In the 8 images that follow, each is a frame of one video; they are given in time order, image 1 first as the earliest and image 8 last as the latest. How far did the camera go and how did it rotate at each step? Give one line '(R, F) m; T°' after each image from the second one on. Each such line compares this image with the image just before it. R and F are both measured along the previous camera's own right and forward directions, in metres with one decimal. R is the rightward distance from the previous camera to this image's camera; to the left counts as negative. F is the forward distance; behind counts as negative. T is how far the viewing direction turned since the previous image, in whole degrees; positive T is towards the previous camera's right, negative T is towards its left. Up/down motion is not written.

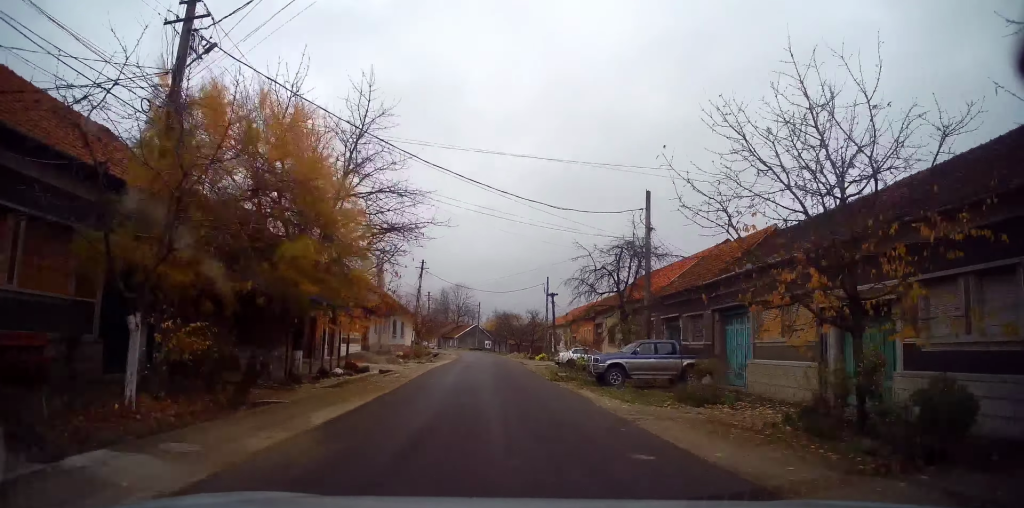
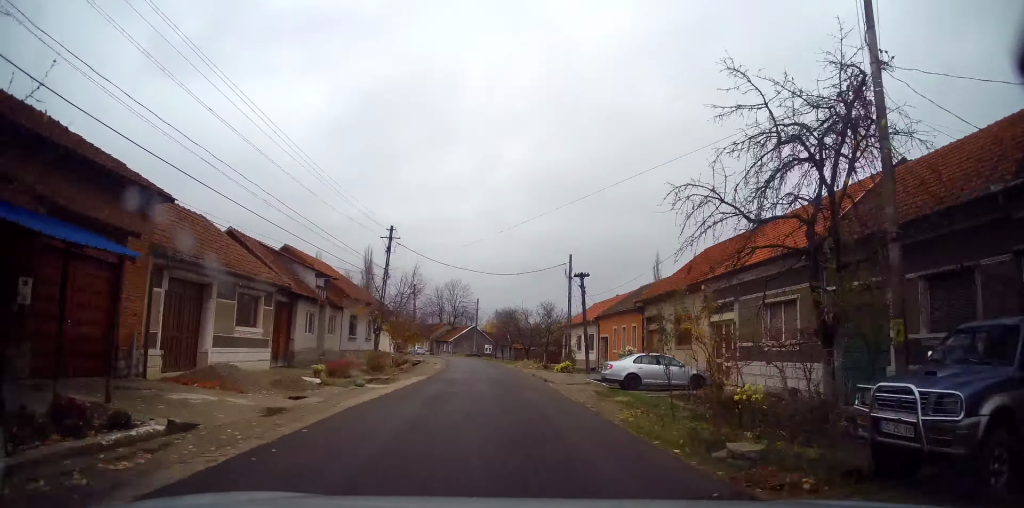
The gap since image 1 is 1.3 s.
(-0.1, +15.6) m; 0°
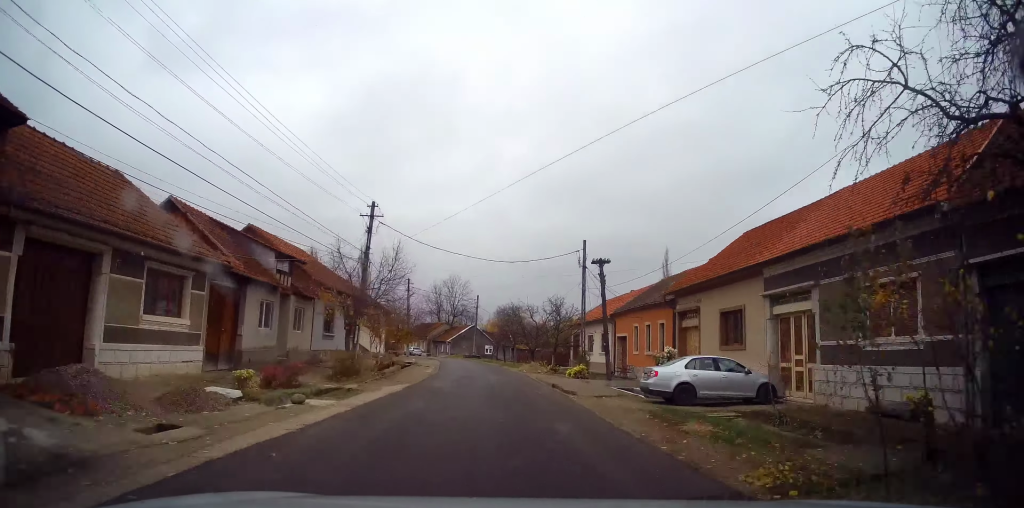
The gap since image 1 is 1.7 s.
(0.0, +5.5) m; 0°
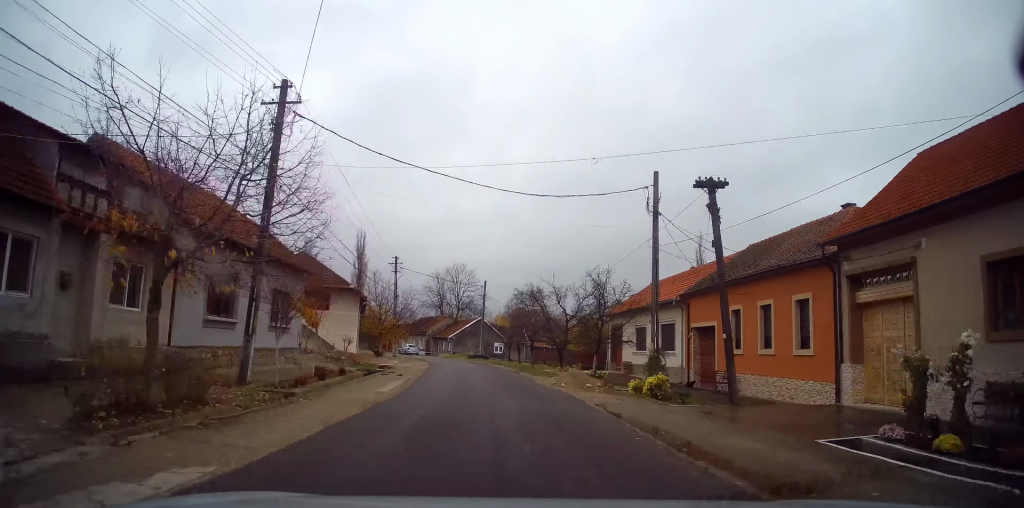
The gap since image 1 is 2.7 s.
(+0.1, +13.0) m; 0°
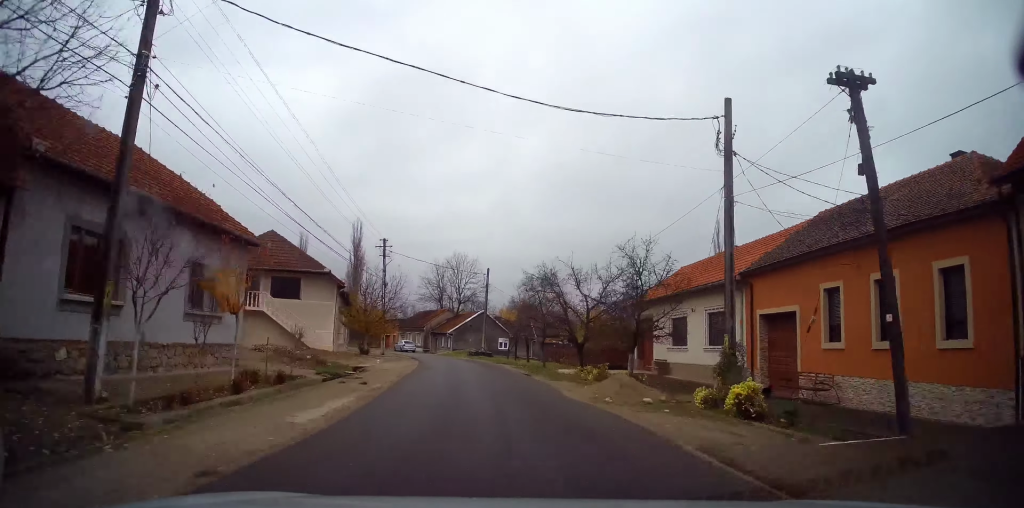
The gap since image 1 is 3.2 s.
(0.0, +6.4) m; -1°
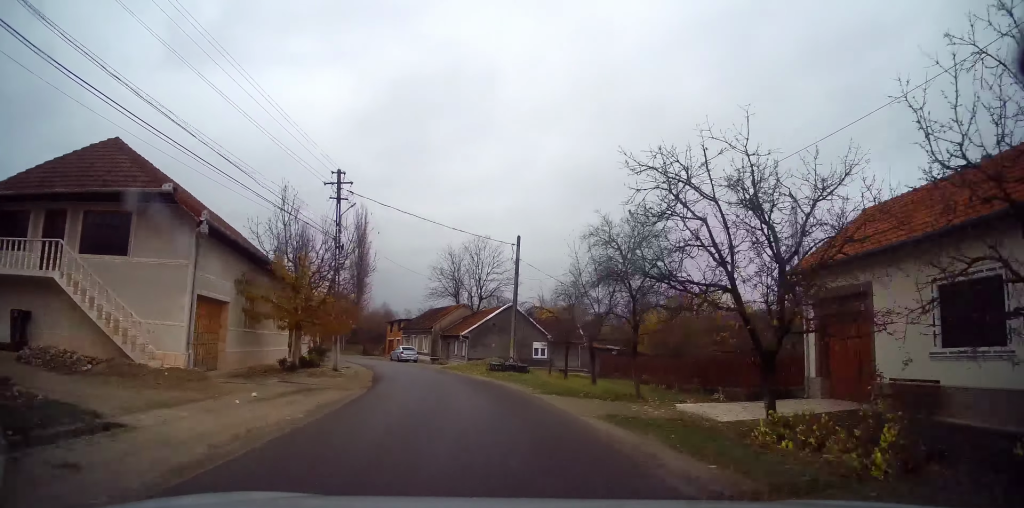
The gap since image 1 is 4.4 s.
(-0.4, +17.5) m; -5°
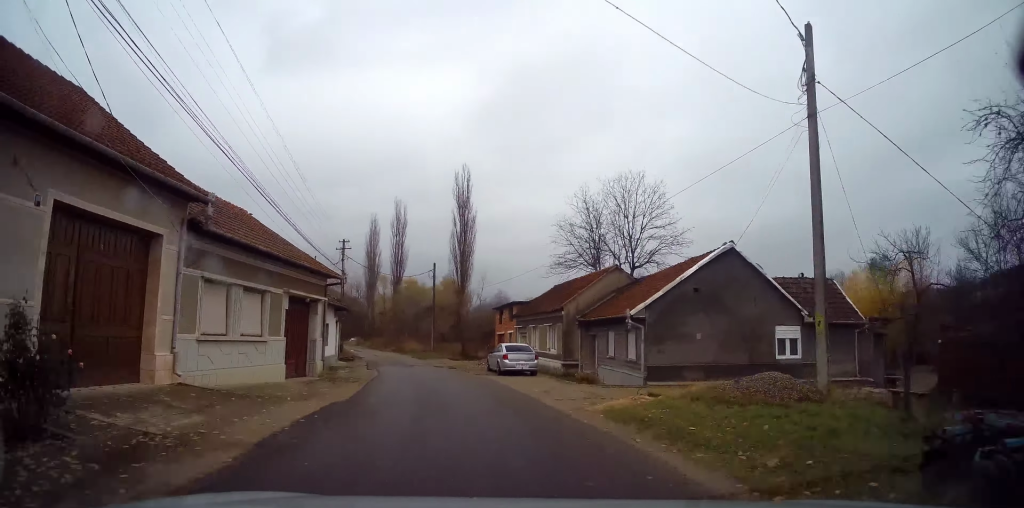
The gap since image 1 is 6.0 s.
(-2.1, +23.2) m; -11°
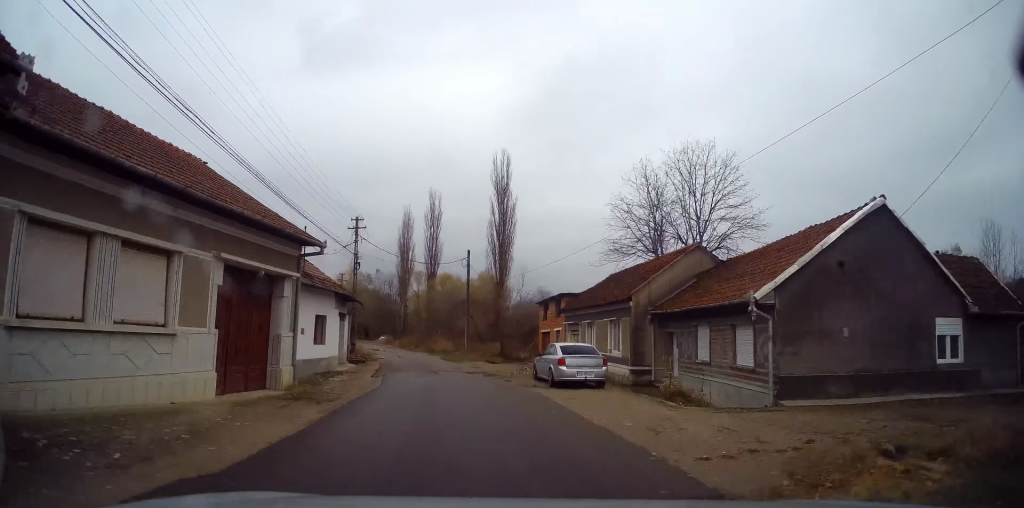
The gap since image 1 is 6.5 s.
(-0.1, +6.7) m; -4°
